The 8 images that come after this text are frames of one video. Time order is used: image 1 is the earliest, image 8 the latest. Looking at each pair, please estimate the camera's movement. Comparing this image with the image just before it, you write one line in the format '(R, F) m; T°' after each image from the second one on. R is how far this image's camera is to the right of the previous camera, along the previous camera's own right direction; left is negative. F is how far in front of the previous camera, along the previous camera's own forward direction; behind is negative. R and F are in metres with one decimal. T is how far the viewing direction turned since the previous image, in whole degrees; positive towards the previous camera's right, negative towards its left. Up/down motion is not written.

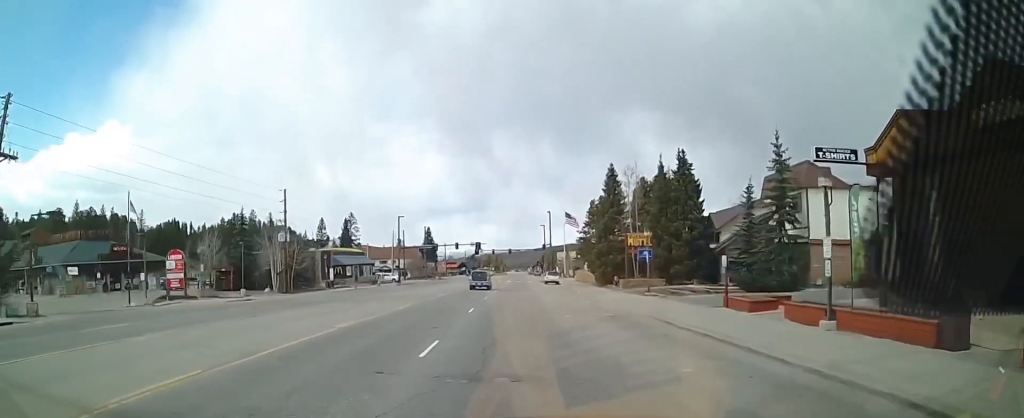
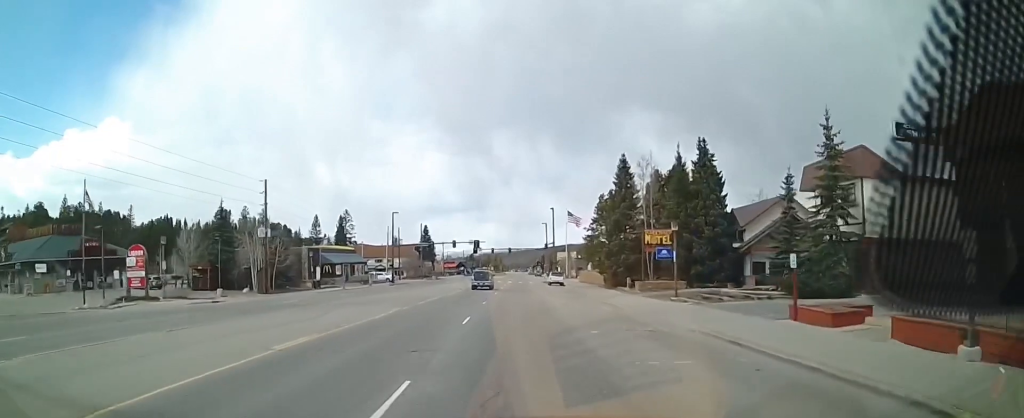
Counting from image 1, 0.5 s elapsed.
(+0.1, +5.7) m; 0°
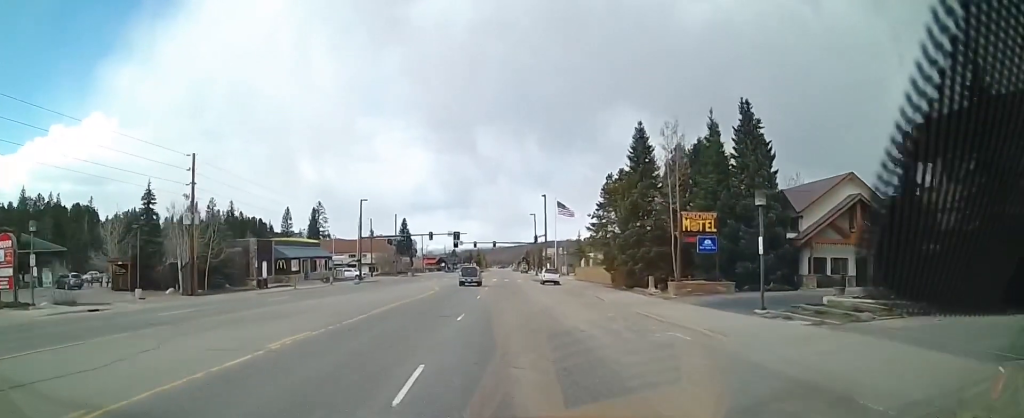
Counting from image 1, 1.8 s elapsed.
(-0.1, +12.4) m; -1°
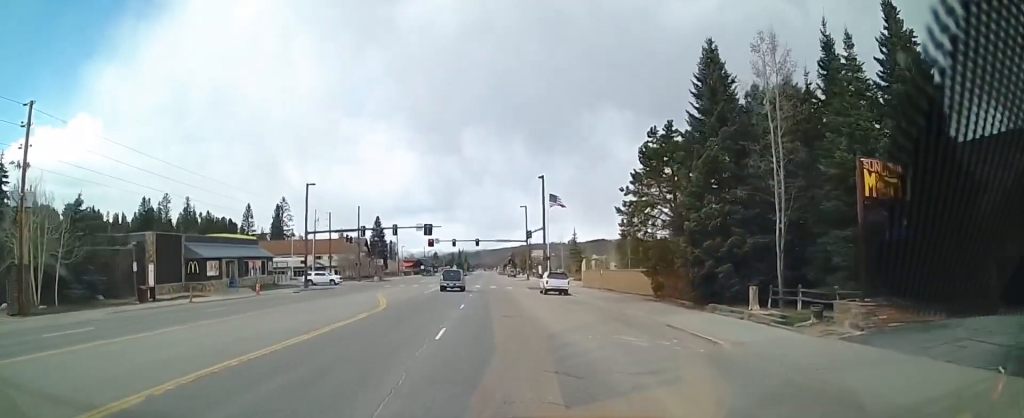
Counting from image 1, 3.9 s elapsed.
(+0.3, +19.3) m; +2°
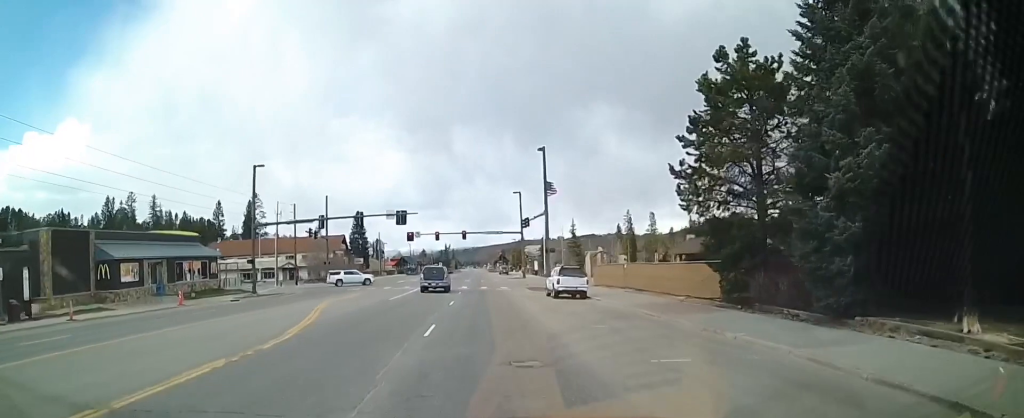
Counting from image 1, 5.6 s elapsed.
(+0.5, +13.3) m; +1°
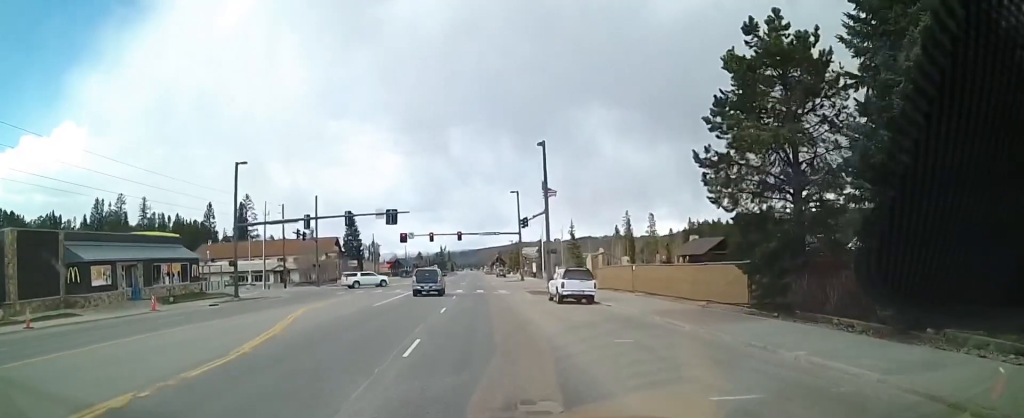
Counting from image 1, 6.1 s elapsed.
(+0.1, +3.6) m; -1°
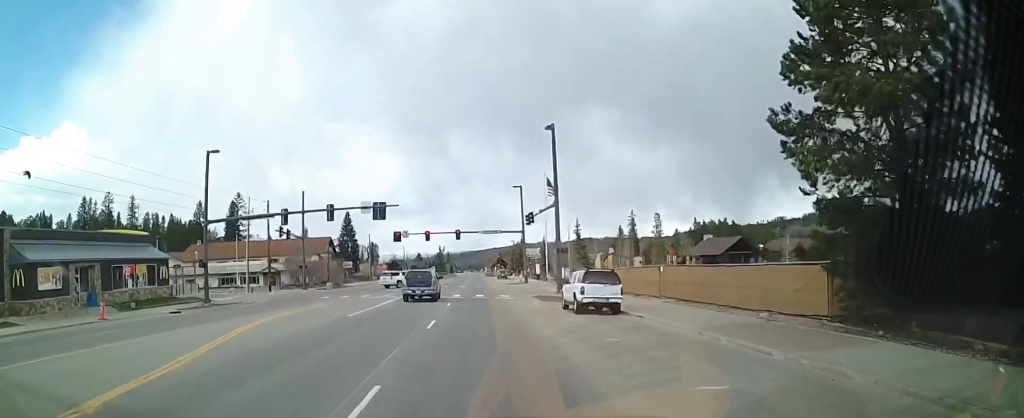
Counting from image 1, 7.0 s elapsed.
(-0.5, +6.3) m; -1°
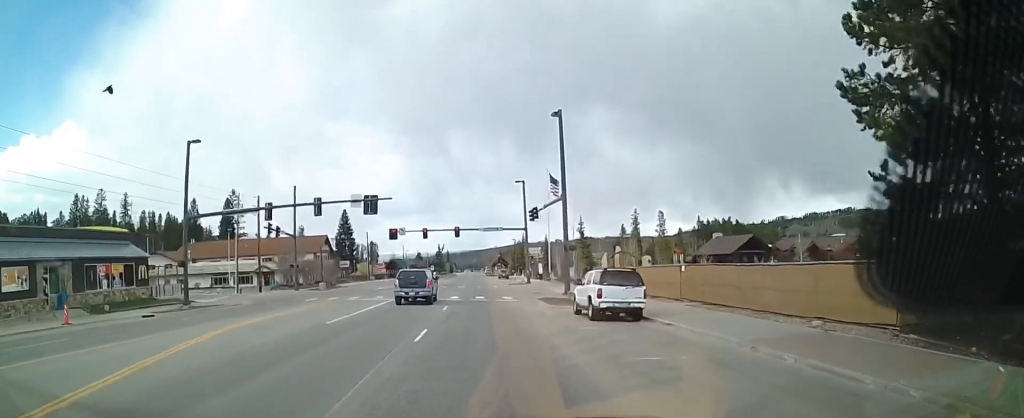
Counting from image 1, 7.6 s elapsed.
(+0.3, +3.7) m; +2°
